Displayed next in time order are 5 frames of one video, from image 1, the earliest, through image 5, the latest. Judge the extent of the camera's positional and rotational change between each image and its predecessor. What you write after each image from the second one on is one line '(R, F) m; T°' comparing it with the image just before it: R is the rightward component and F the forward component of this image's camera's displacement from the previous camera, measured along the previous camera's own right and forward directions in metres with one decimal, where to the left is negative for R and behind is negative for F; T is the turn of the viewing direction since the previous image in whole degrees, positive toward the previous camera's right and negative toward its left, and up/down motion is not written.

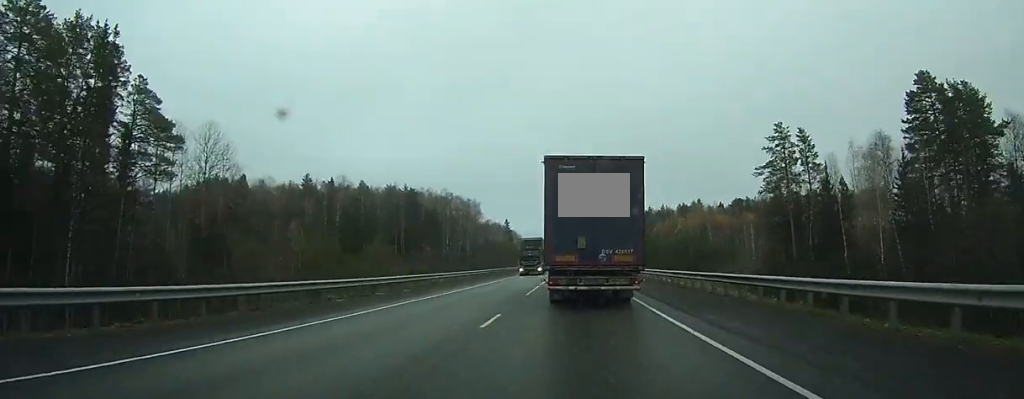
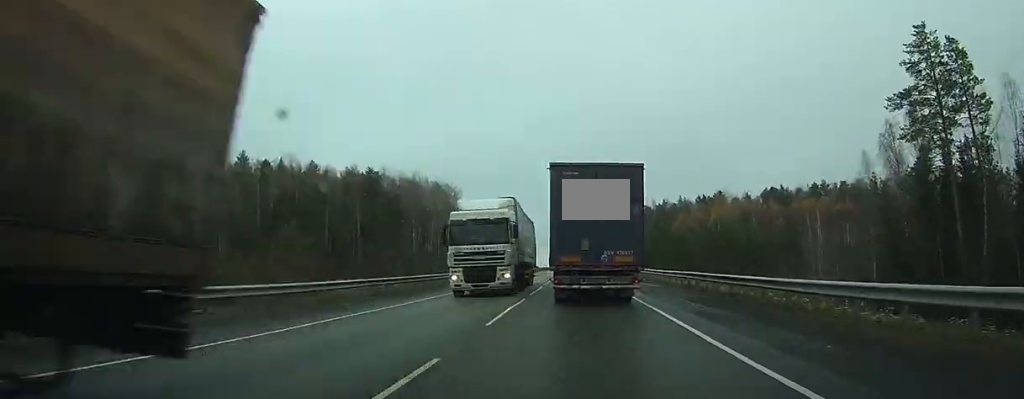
(-0.1, +34.5) m; 0°
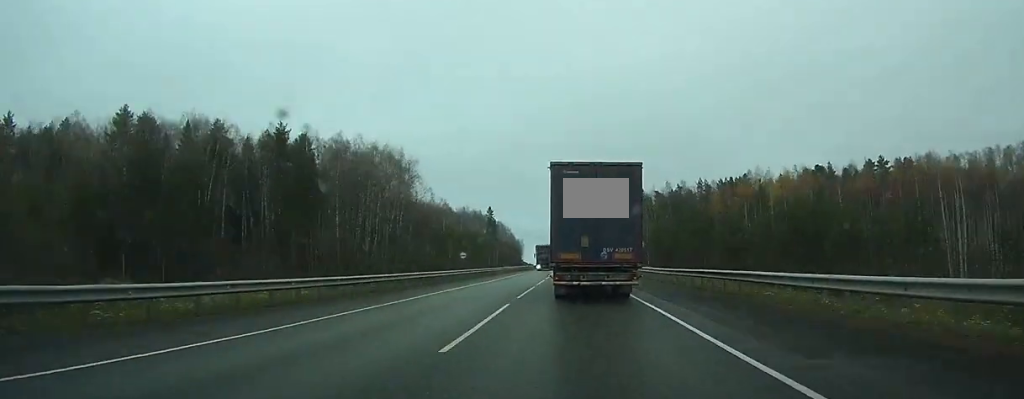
(0.0, +37.4) m; 0°
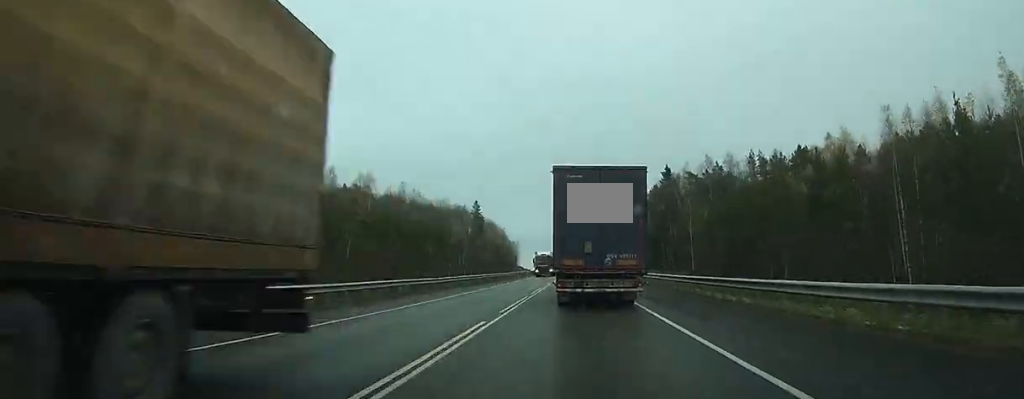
(+0.1, +51.6) m; 0°
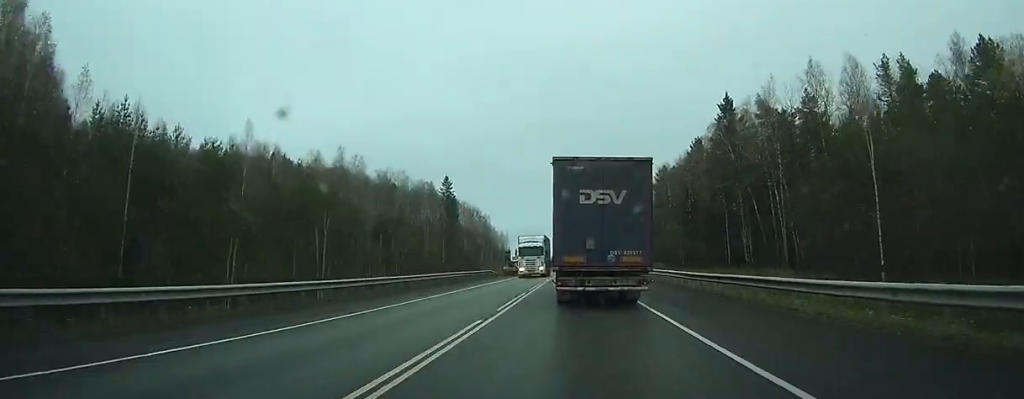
(-0.2, +62.0) m; 0°
